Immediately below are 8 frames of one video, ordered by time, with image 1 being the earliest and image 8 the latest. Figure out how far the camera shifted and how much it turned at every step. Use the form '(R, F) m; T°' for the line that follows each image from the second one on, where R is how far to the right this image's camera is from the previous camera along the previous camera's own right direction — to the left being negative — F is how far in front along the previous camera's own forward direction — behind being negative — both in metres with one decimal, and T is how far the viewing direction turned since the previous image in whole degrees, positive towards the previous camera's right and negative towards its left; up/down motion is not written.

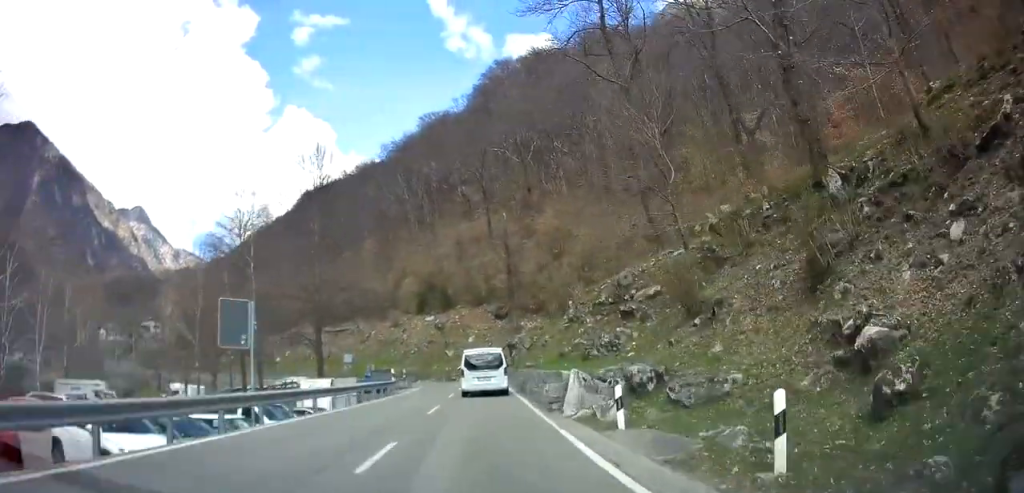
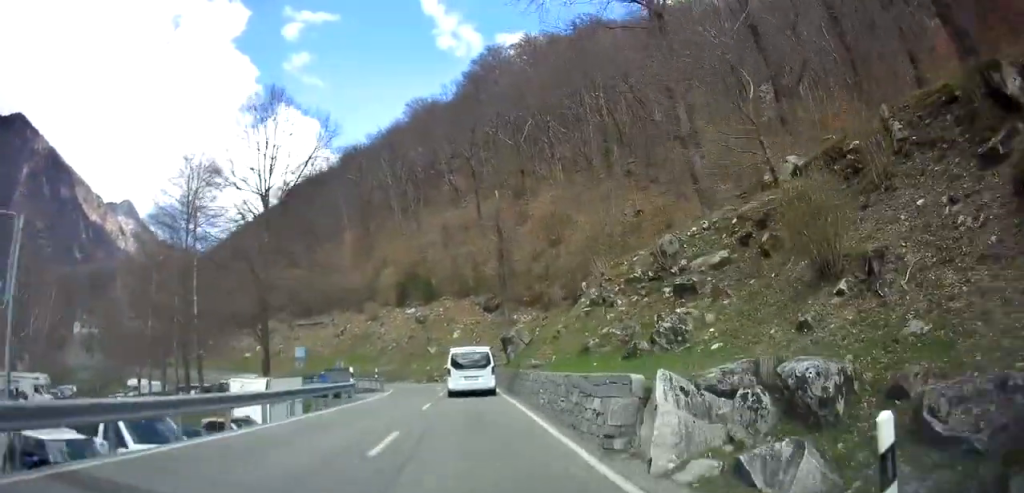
(+0.5, +7.5) m; +4°
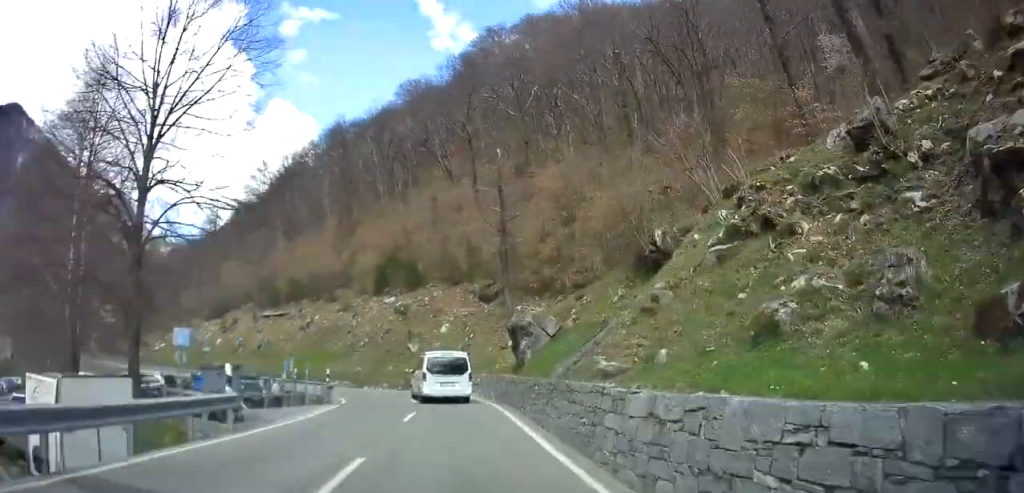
(+0.2, +11.5) m; +2°
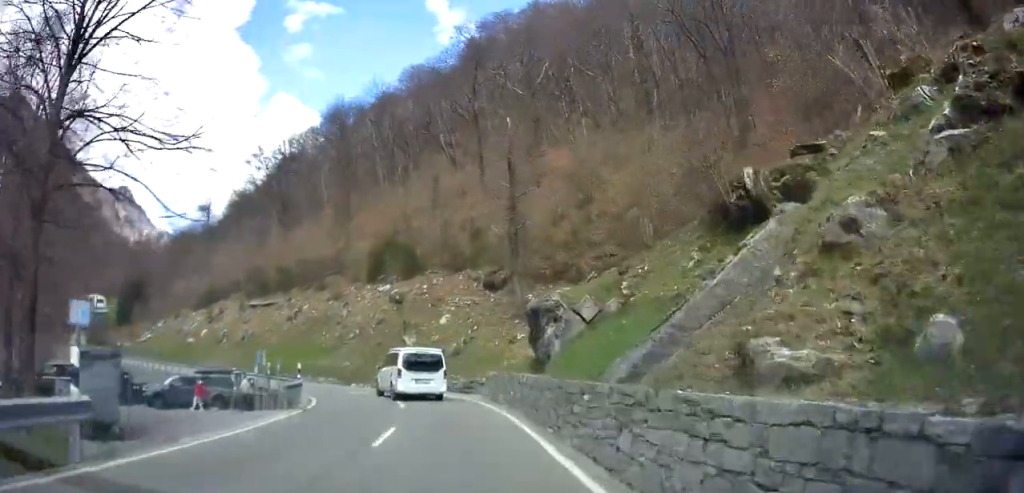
(+0.1, +5.1) m; 0°
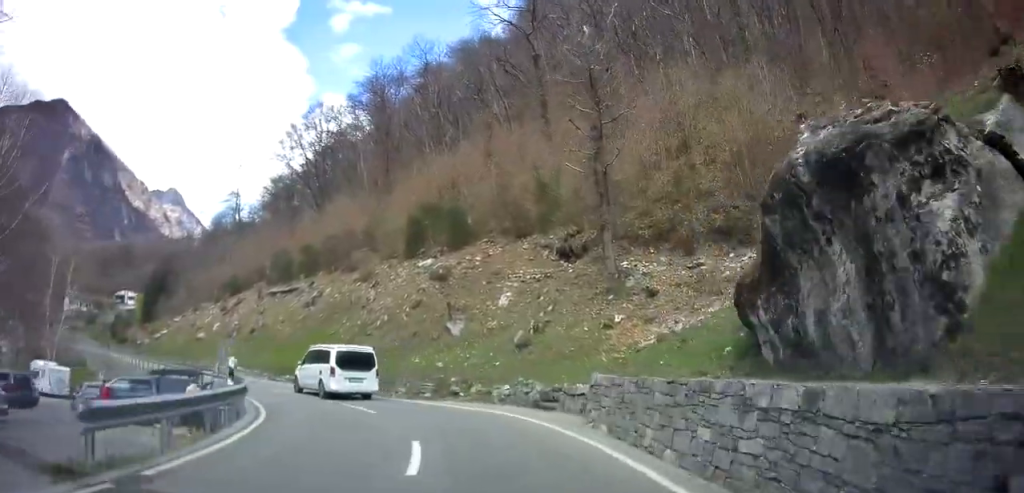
(-0.2, +11.4) m; -4°
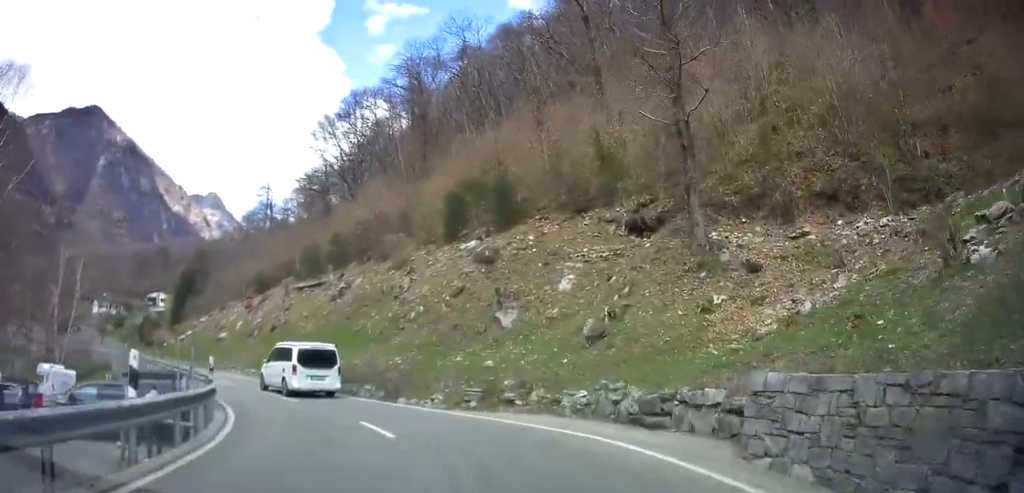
(-0.1, +5.6) m; -5°
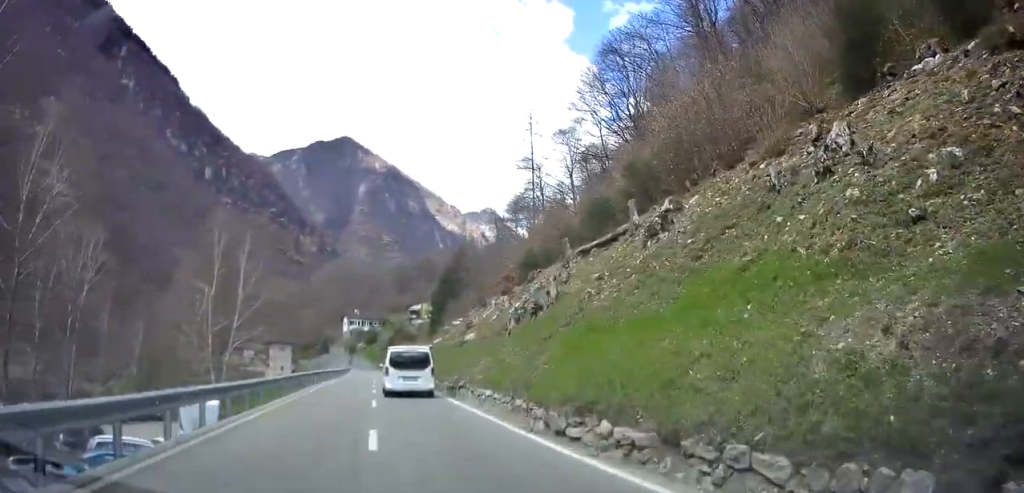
(-4.4, +18.4) m; -27°
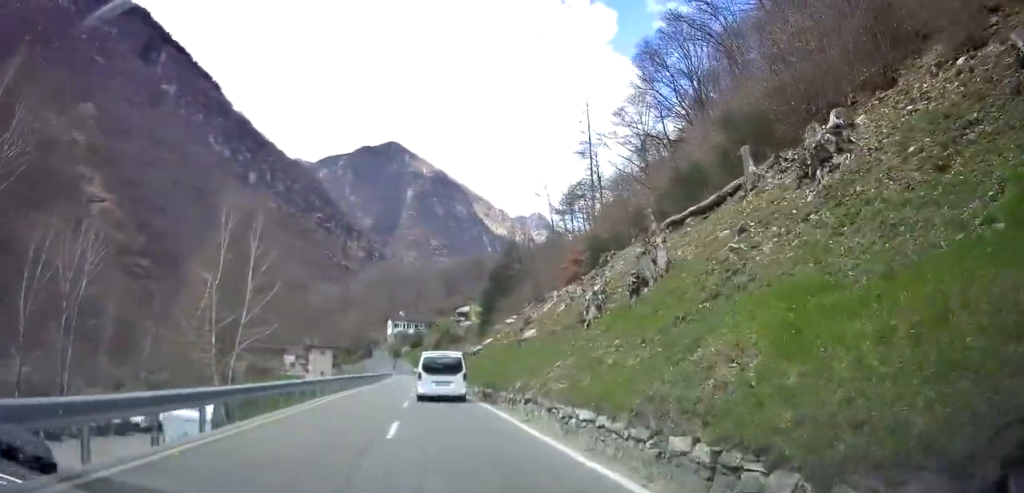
(-0.5, +7.1) m; -4°
